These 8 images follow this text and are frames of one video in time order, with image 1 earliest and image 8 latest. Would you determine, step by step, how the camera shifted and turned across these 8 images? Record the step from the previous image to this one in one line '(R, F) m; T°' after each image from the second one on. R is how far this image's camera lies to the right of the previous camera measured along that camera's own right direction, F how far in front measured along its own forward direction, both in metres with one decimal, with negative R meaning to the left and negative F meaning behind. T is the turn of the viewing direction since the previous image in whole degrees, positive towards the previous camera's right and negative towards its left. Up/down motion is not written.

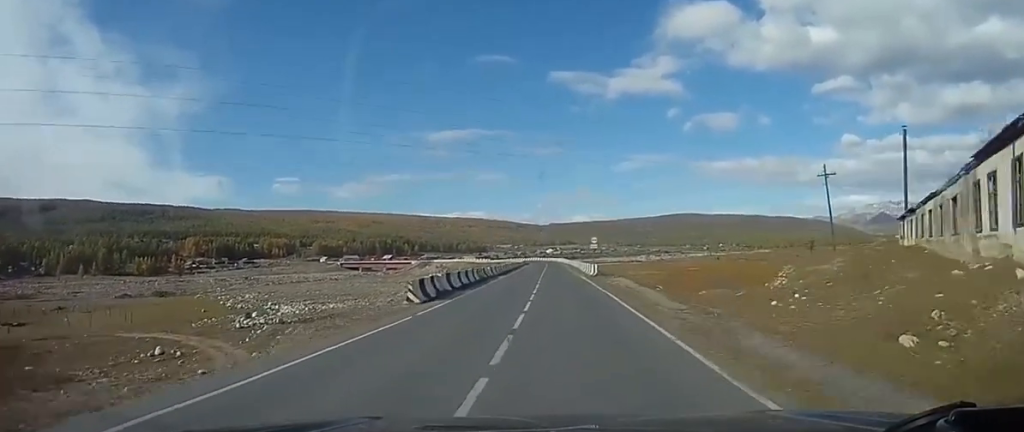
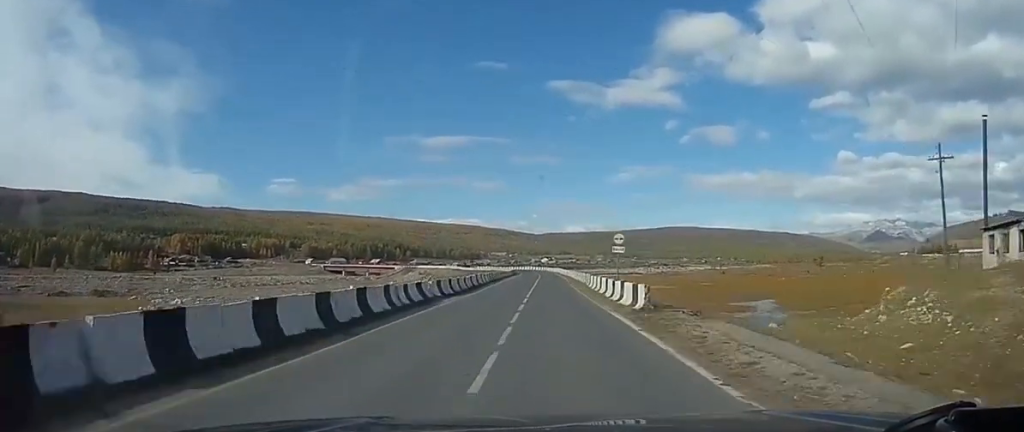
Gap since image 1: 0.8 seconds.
(+0.4, +21.5) m; -1°
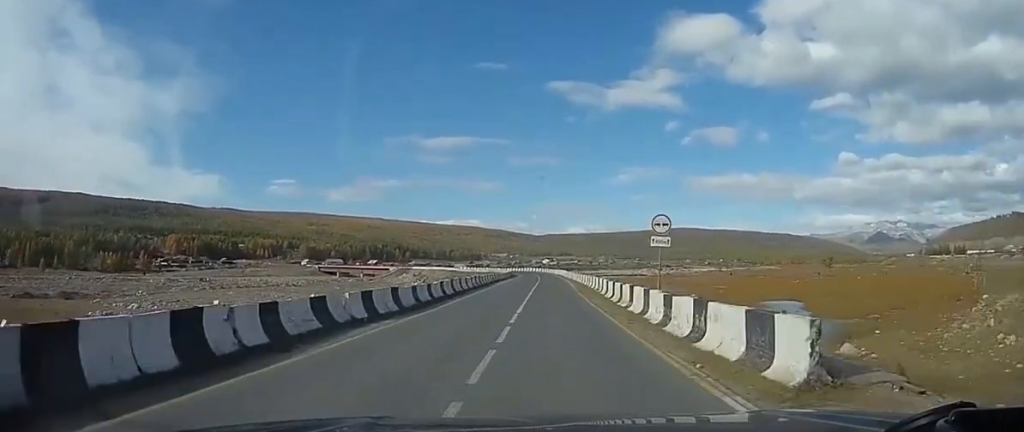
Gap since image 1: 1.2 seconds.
(-0.6, +11.4) m; -1°
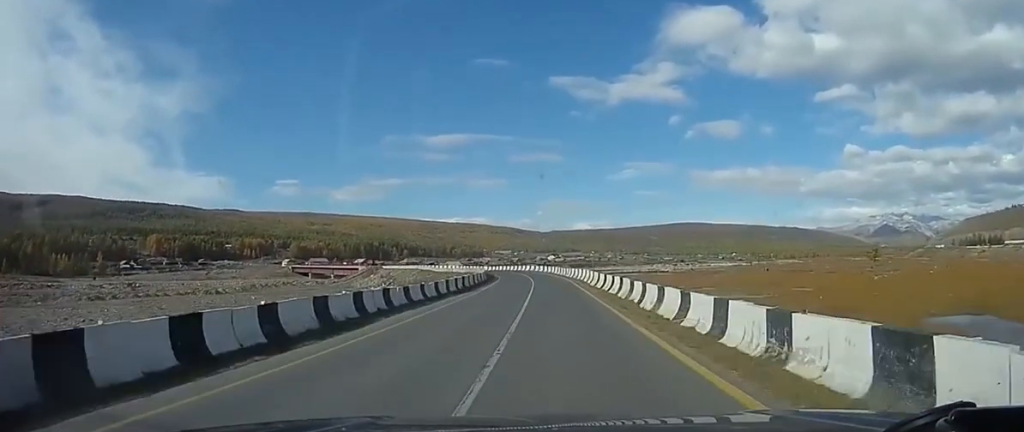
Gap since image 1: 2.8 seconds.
(-0.4, +48.7) m; 0°
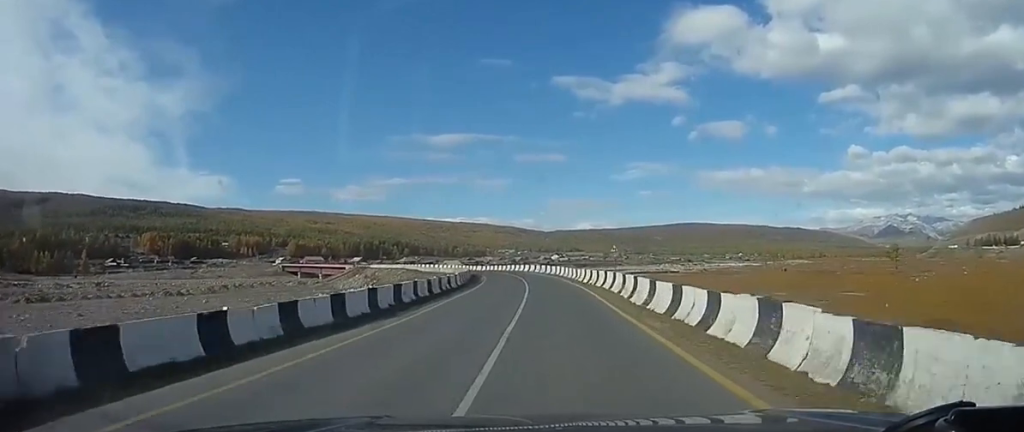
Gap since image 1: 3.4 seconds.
(0.0, +17.5) m; 0°
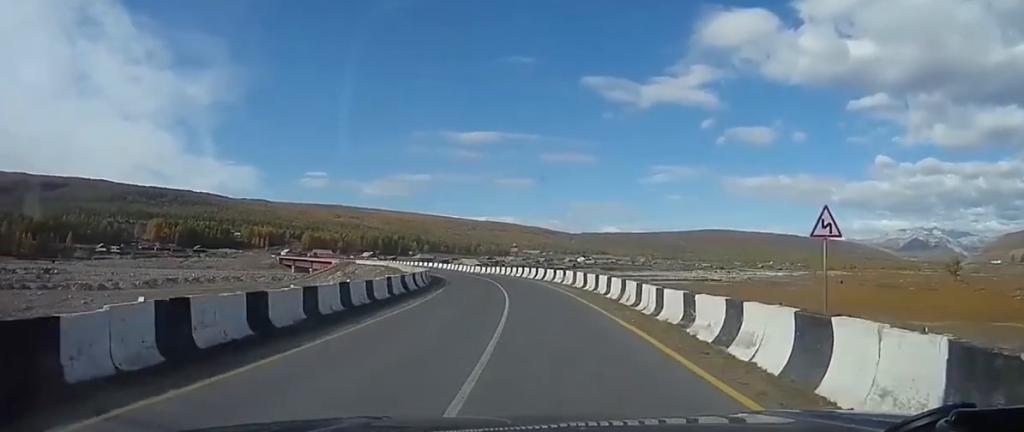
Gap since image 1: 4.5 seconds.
(-0.1, +31.3) m; -5°
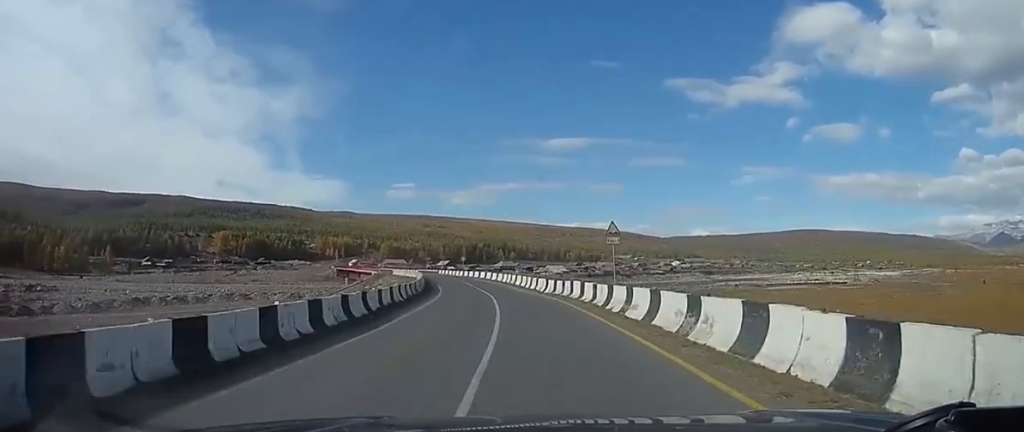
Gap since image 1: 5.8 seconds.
(-3.9, +36.2) m; -10°
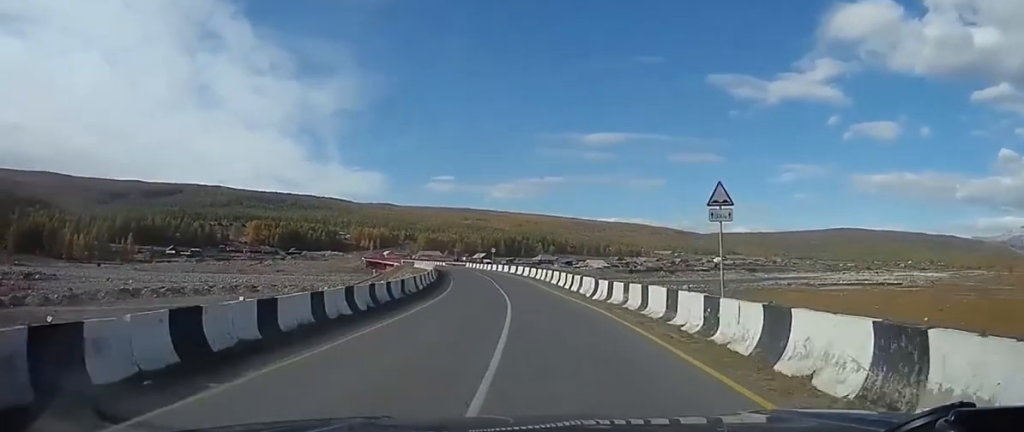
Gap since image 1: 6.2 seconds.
(-0.3, +12.4) m; -3°
